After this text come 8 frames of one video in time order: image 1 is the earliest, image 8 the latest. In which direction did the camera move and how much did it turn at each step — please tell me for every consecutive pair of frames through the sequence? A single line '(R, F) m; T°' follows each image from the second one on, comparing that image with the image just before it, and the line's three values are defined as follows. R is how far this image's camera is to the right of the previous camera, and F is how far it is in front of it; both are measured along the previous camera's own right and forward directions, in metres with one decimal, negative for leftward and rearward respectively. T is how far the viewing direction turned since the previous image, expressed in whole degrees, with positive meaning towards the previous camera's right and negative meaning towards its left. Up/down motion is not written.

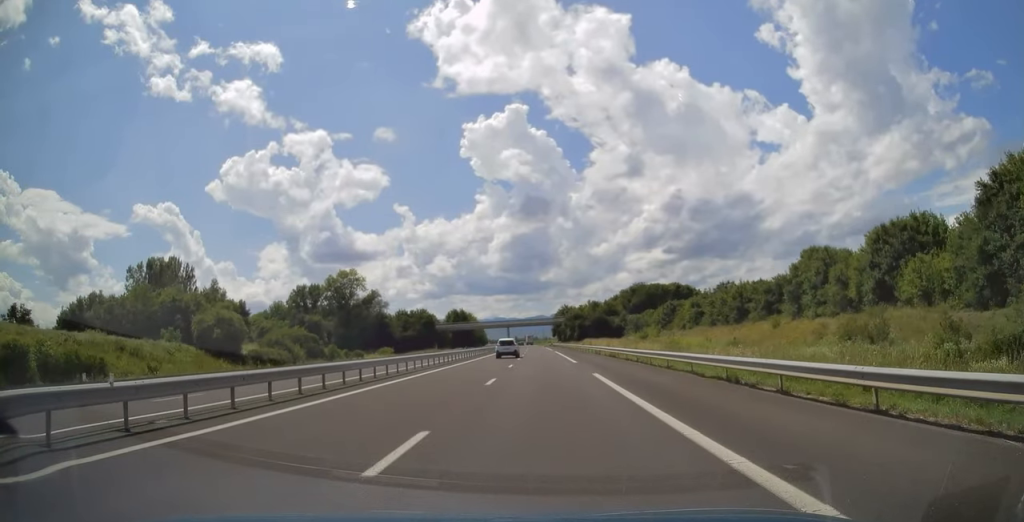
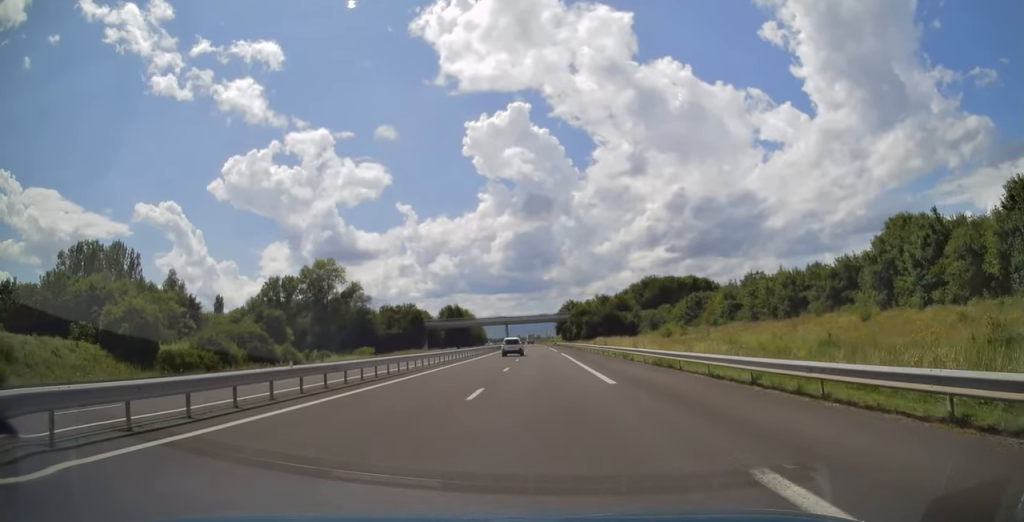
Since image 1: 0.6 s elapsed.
(0.0, +17.9) m; 0°
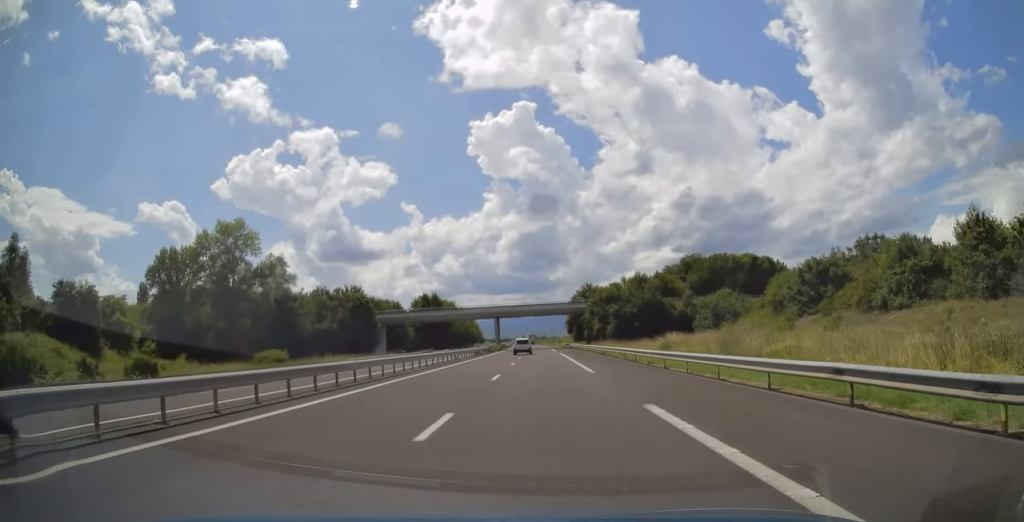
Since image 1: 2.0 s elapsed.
(+0.1, +44.8) m; 0°
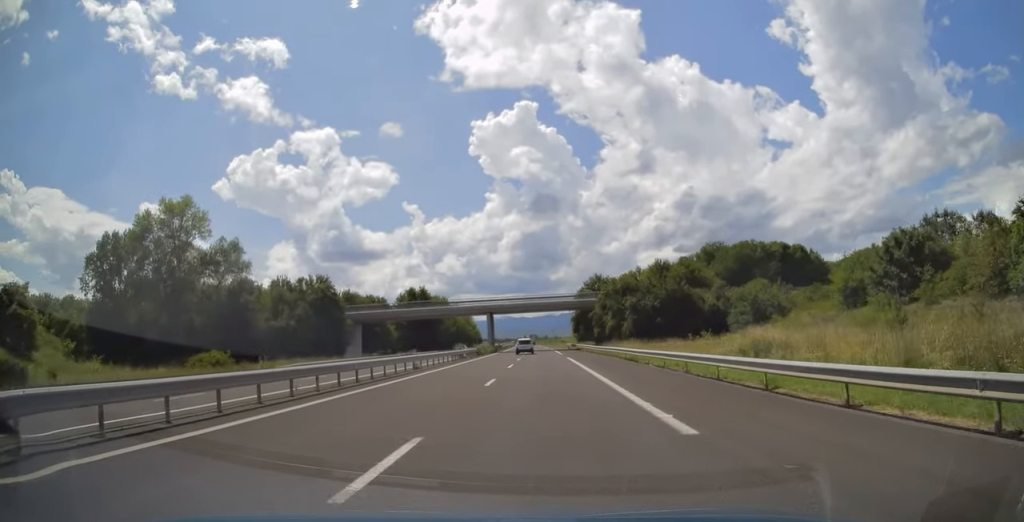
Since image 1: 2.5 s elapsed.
(0.0, +15.8) m; 0°
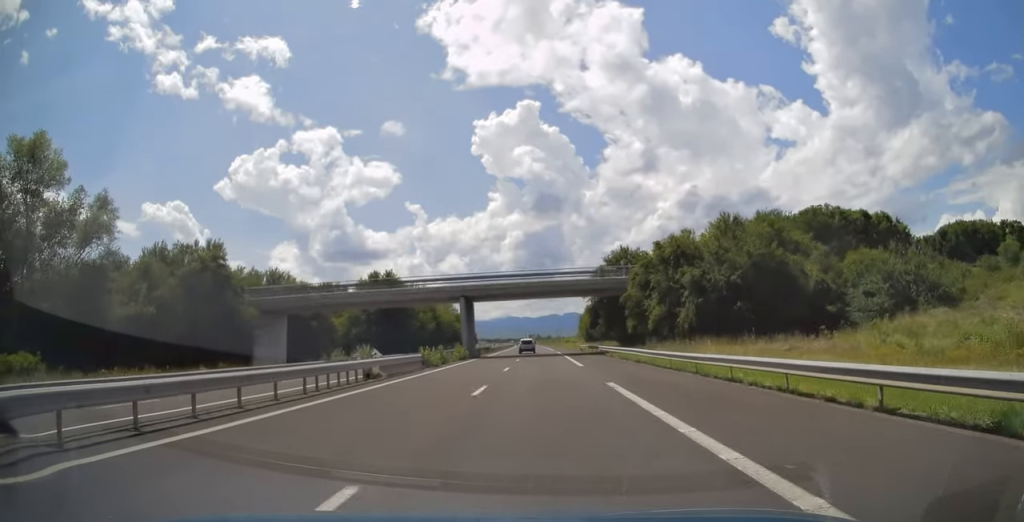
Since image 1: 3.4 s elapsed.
(0.0, +29.0) m; -1°
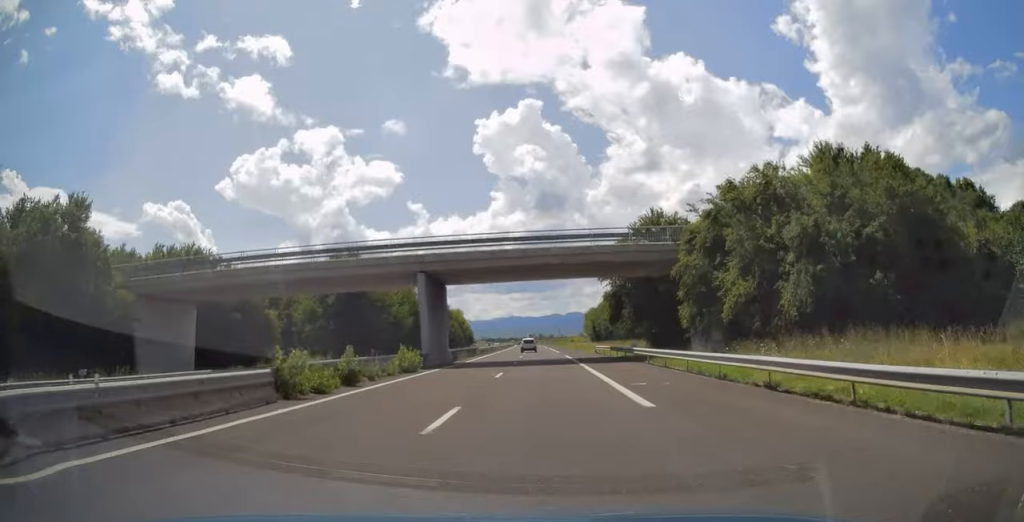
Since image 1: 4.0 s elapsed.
(-0.2, +19.1) m; -1°
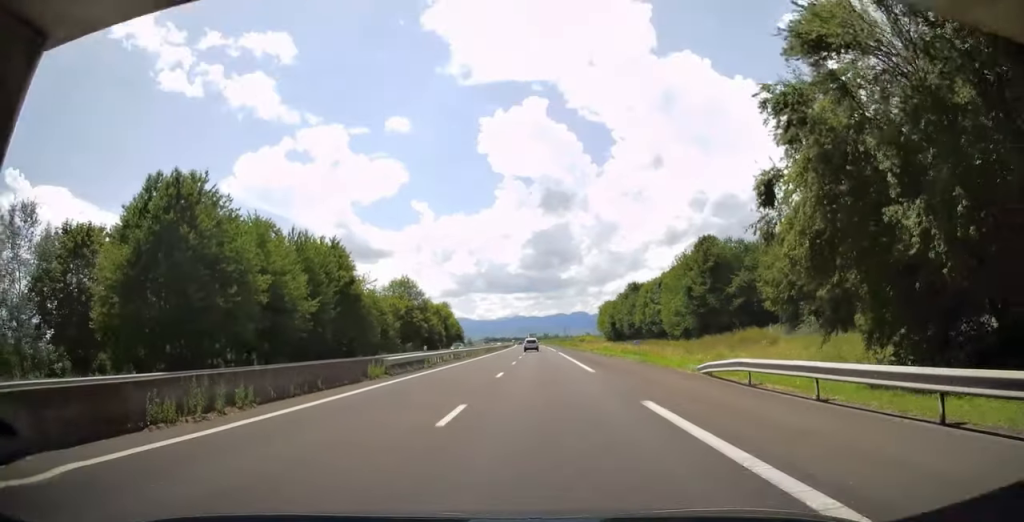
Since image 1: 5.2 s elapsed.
(-0.6, +38.6) m; -1°
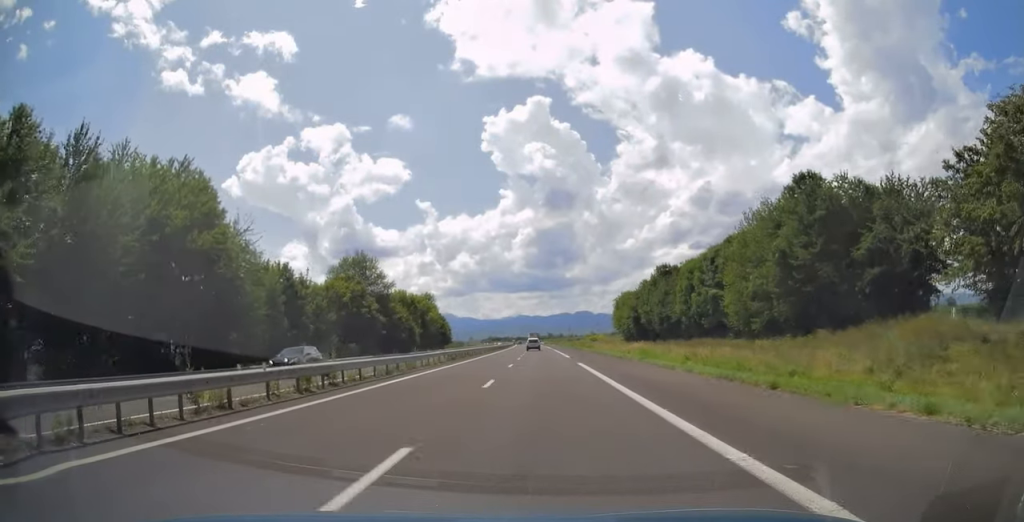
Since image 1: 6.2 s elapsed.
(+0.3, +31.0) m; +1°
